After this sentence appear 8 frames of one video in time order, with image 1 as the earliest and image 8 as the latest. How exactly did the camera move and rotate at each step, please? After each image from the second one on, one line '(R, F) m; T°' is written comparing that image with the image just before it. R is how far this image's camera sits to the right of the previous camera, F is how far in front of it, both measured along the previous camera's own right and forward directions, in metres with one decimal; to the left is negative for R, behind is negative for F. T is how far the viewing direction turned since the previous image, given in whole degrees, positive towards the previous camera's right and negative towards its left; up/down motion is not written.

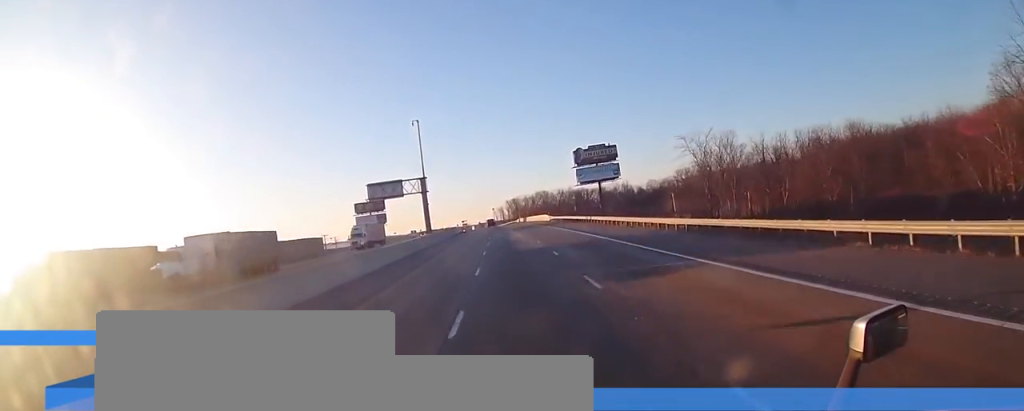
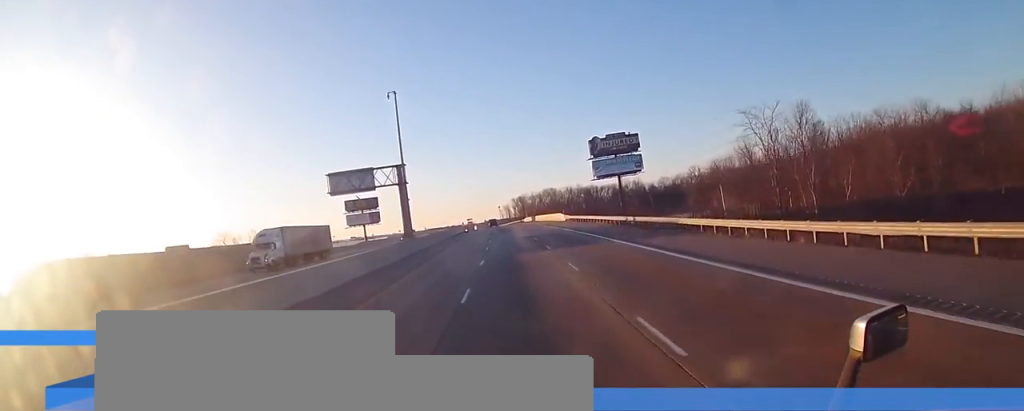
(-0.1, +19.3) m; -1°
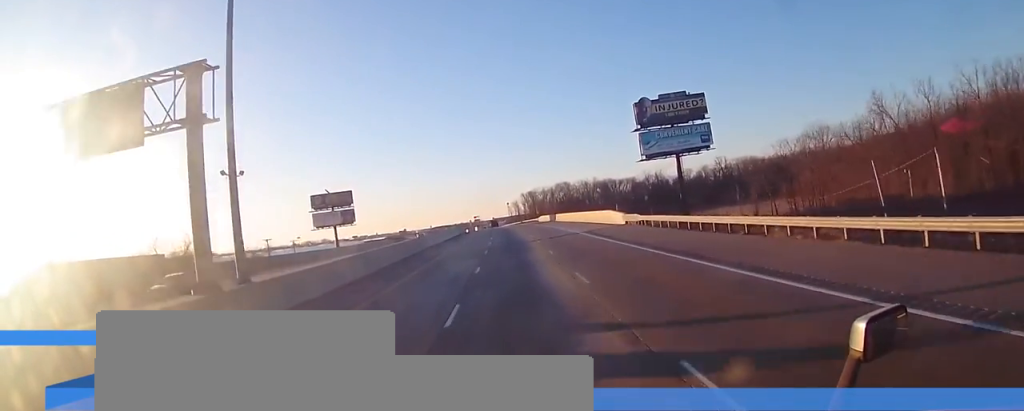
(-0.5, +39.7) m; -1°
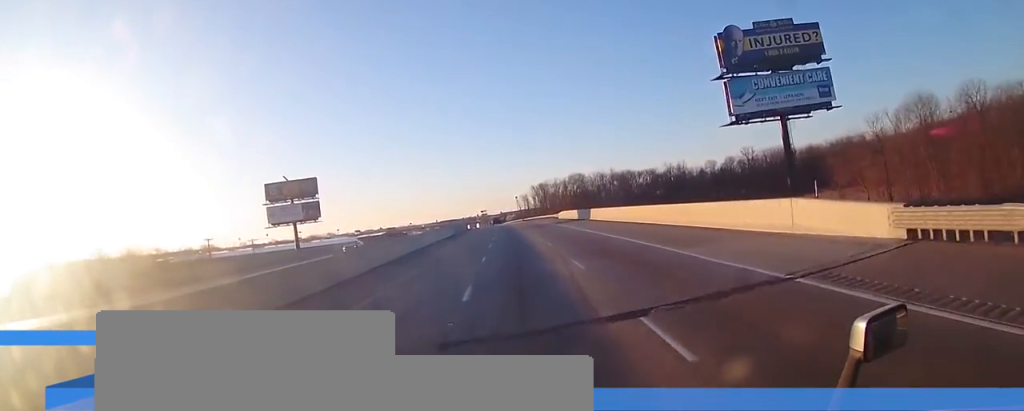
(0.0, +33.3) m; 0°
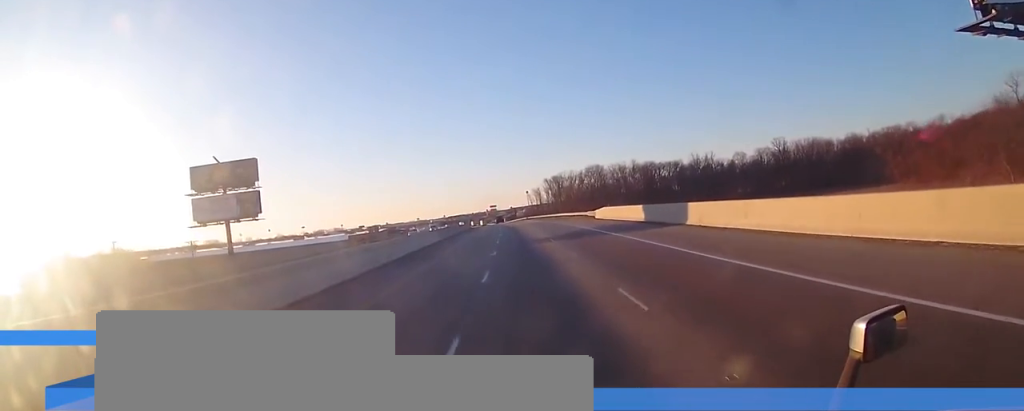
(0.0, +32.7) m; 0°
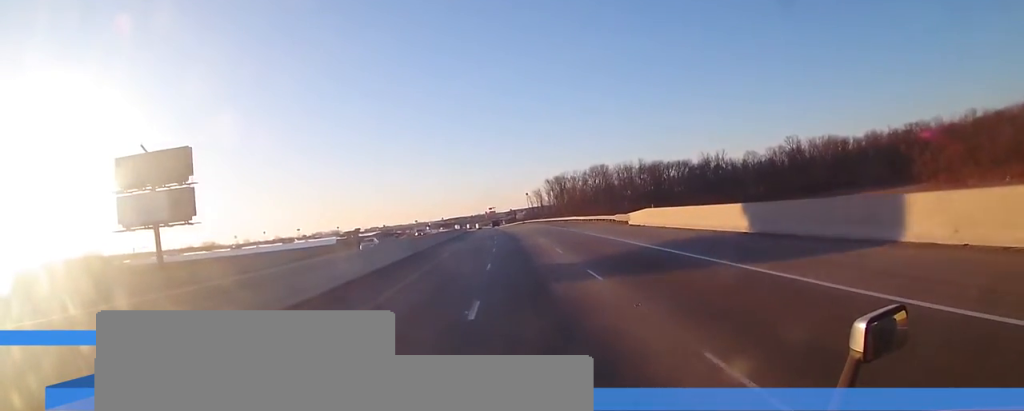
(0.0, +19.2) m; -1°
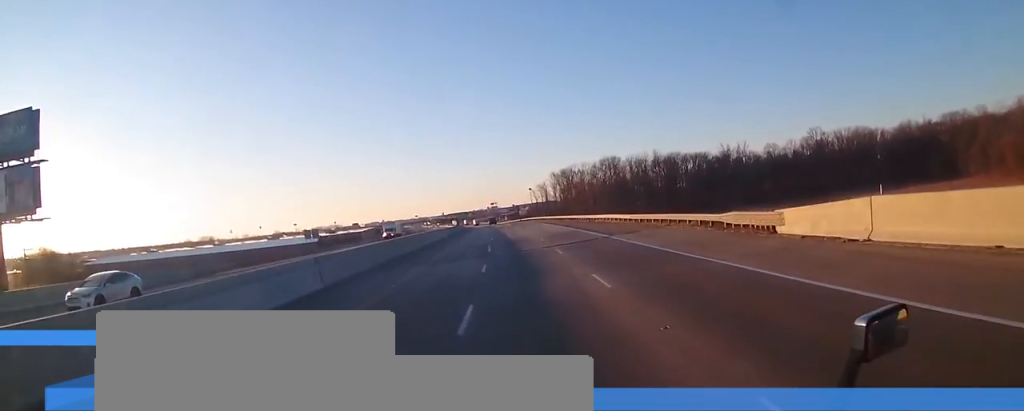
(-0.3, +26.0) m; -1°
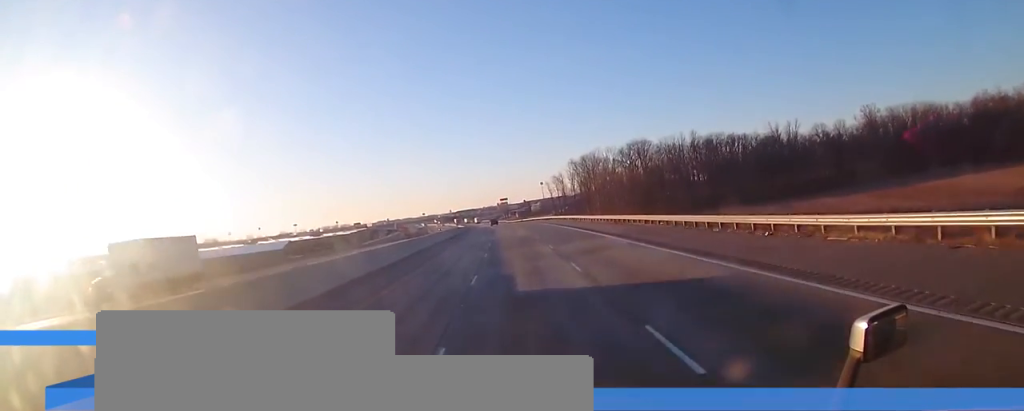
(-0.4, +44.6) m; -1°
